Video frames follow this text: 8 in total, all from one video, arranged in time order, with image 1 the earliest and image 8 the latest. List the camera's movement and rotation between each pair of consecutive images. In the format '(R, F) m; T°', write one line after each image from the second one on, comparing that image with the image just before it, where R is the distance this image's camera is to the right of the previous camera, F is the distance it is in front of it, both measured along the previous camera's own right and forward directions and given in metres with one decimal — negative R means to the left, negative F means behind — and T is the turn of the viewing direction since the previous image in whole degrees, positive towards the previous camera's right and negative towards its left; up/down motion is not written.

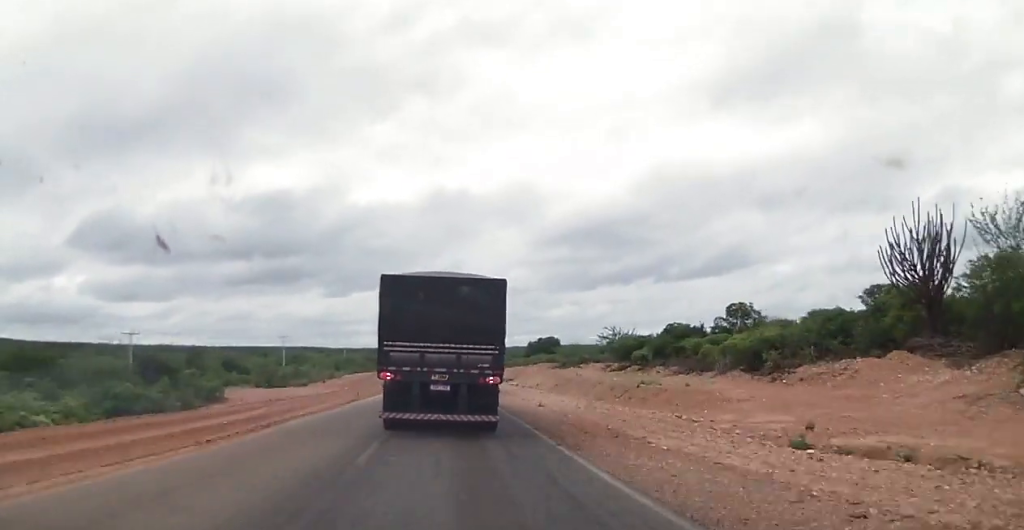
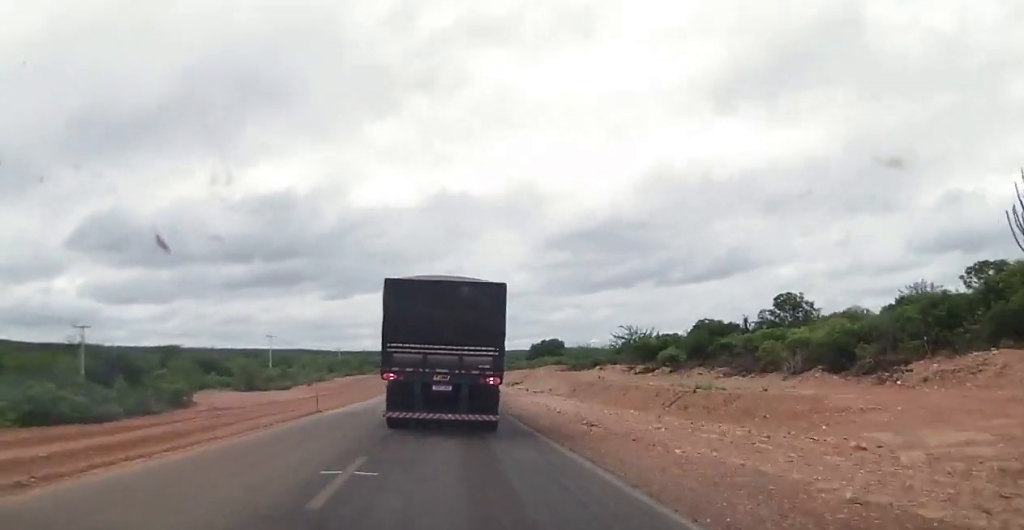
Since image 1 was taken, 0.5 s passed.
(0.0, +11.4) m; 0°
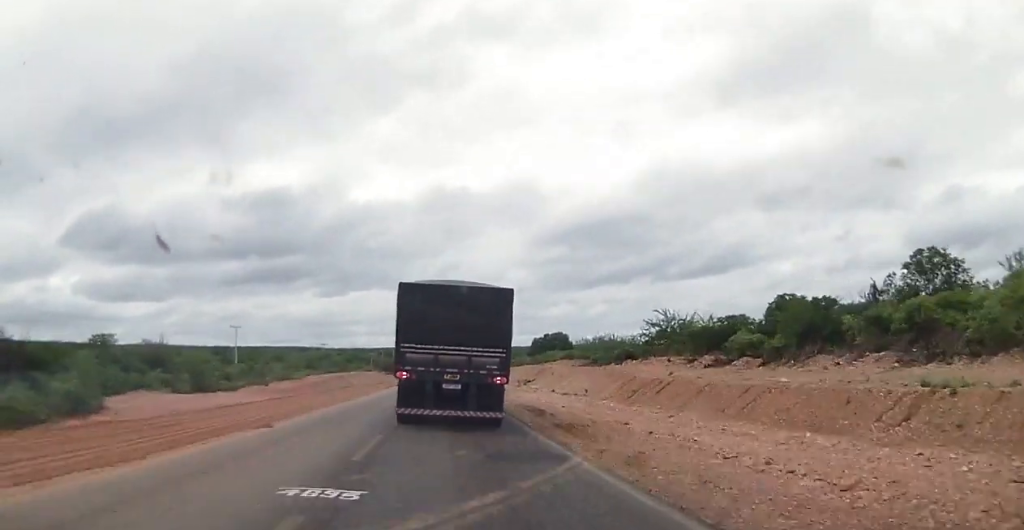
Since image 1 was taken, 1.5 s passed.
(0.0, +21.3) m; 0°
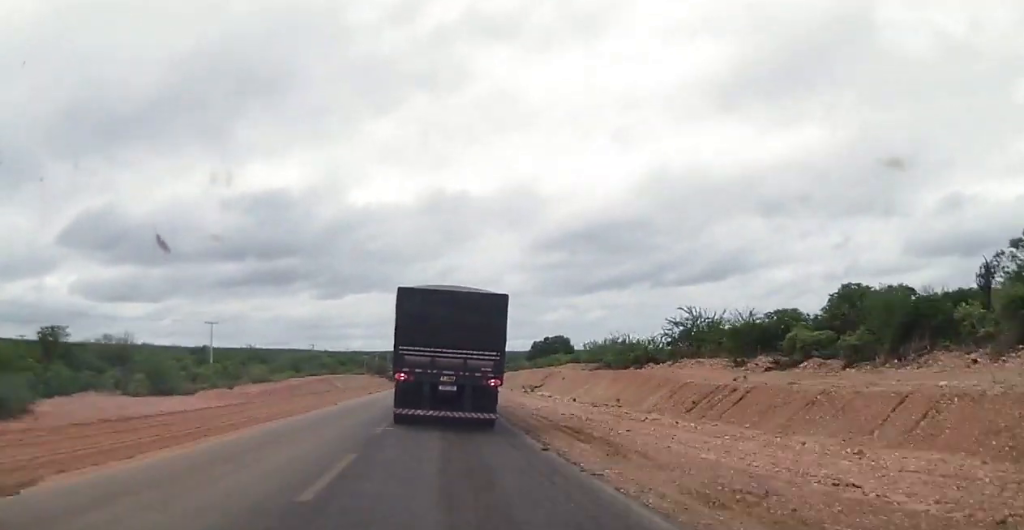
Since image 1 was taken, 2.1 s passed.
(0.0, +11.3) m; 0°
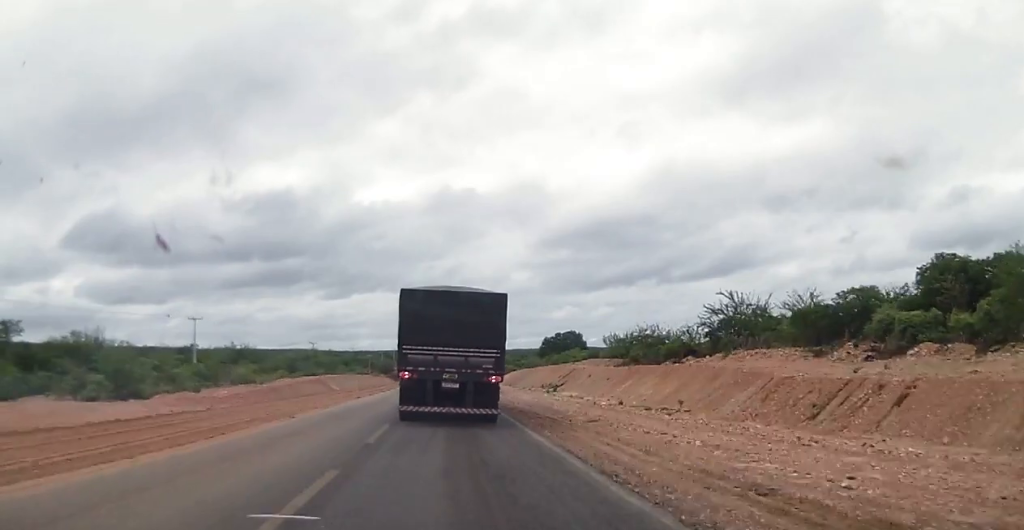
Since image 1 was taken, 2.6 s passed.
(0.0, +10.6) m; 0°
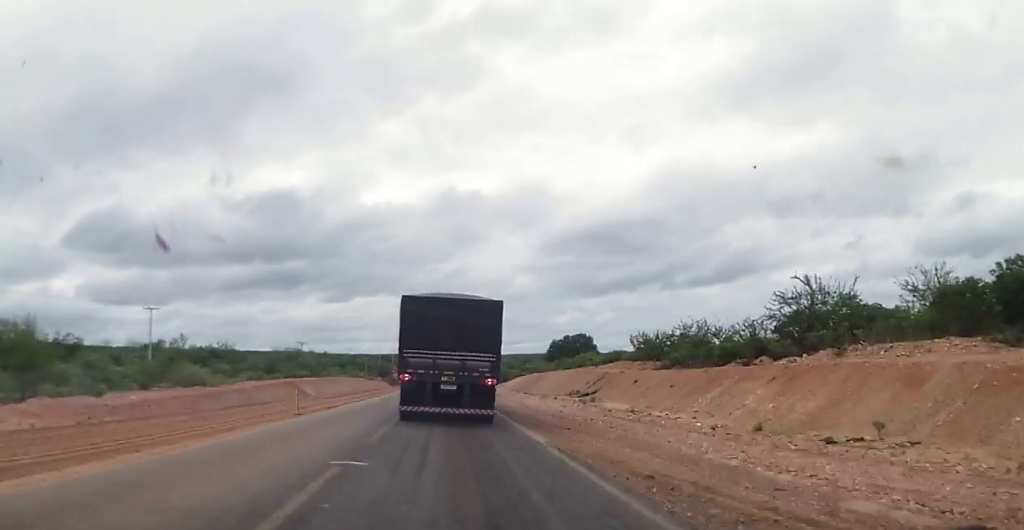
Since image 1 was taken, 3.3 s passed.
(0.0, +16.2) m; 0°
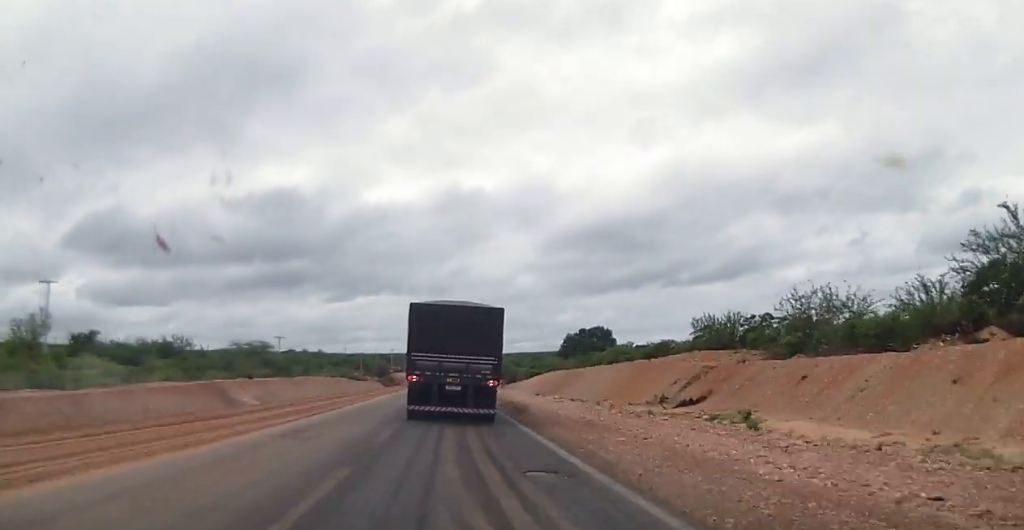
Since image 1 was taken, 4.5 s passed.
(0.0, +24.6) m; 0°
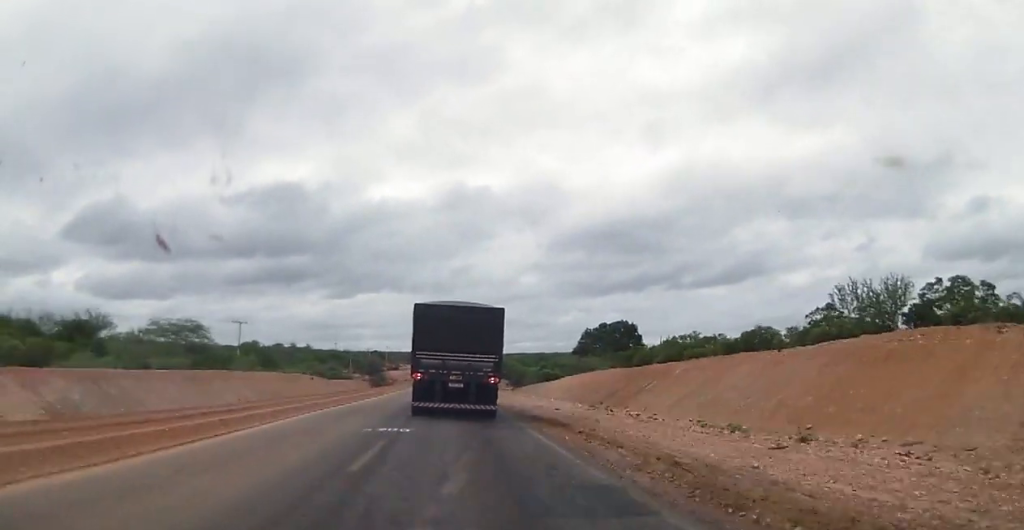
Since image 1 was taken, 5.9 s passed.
(-0.1, +28.9) m; 0°
